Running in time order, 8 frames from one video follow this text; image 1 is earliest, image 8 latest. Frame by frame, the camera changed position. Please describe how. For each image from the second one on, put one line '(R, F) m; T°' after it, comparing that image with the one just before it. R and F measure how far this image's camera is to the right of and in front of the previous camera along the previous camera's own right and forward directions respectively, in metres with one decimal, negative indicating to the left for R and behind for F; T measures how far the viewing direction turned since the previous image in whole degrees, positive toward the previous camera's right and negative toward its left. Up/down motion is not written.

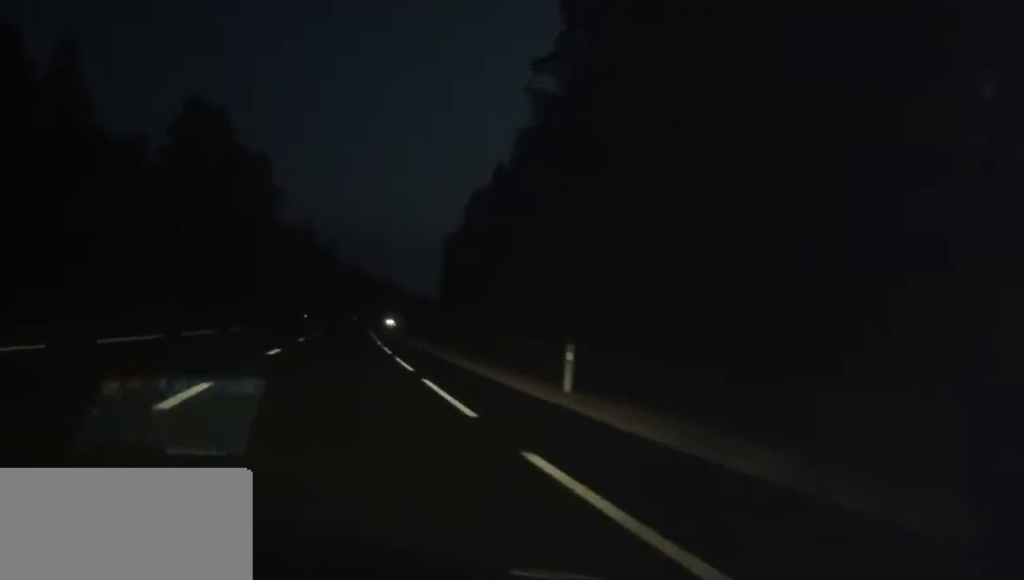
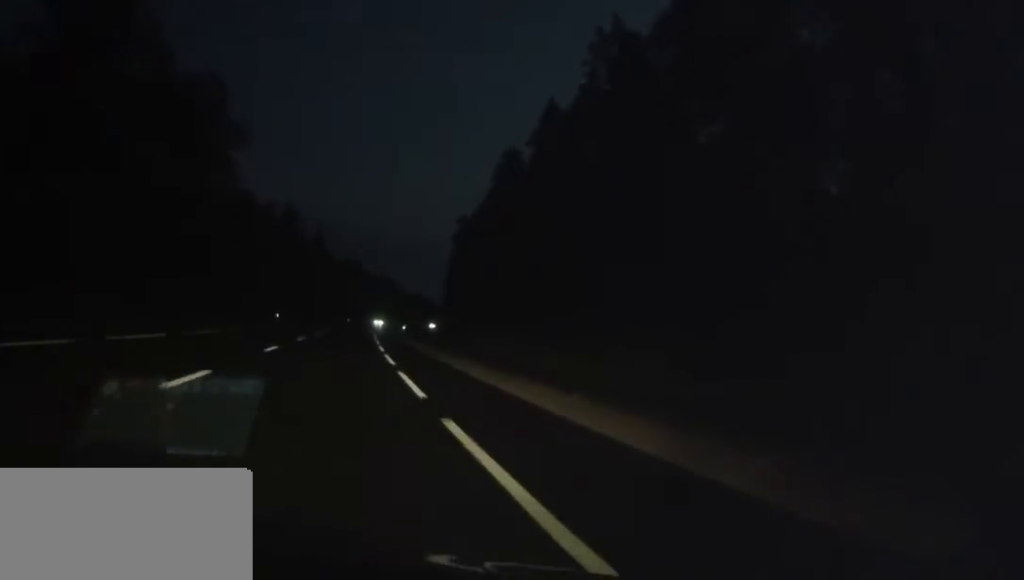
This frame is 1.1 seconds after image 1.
(+0.9, +34.9) m; +2°
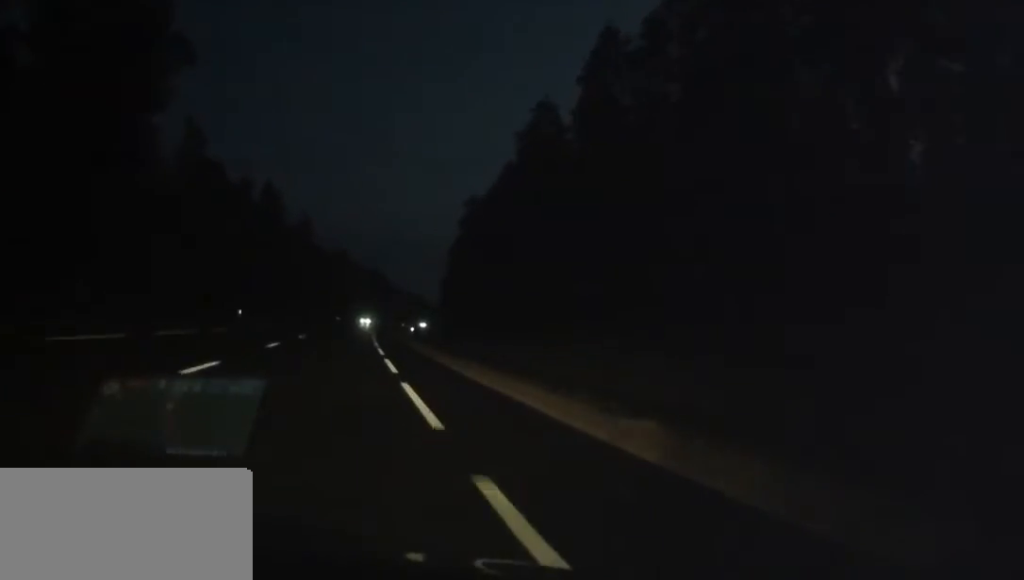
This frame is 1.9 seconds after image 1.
(+0.2, +22.3) m; +1°
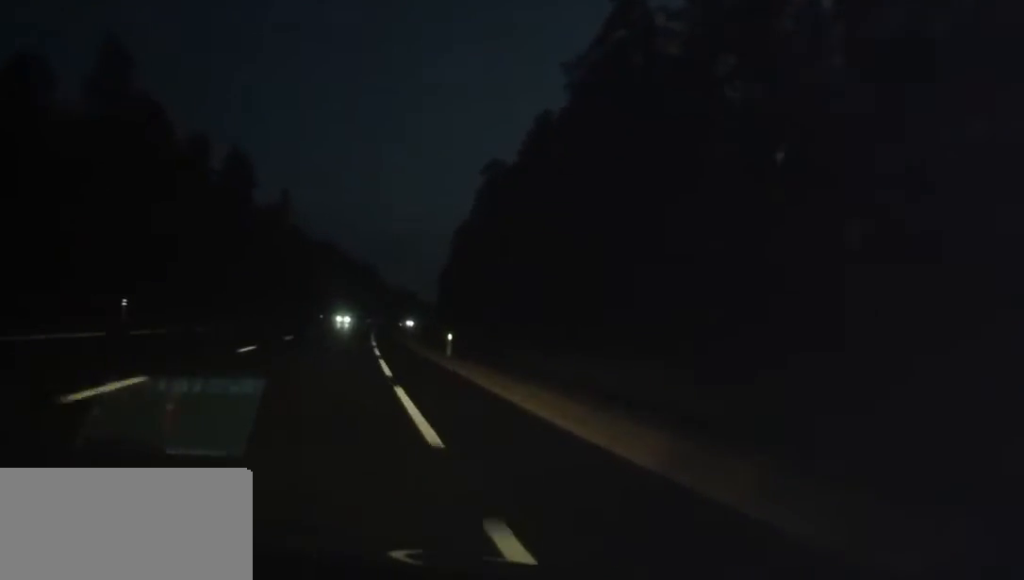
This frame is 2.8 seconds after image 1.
(+0.2, +29.3) m; 0°
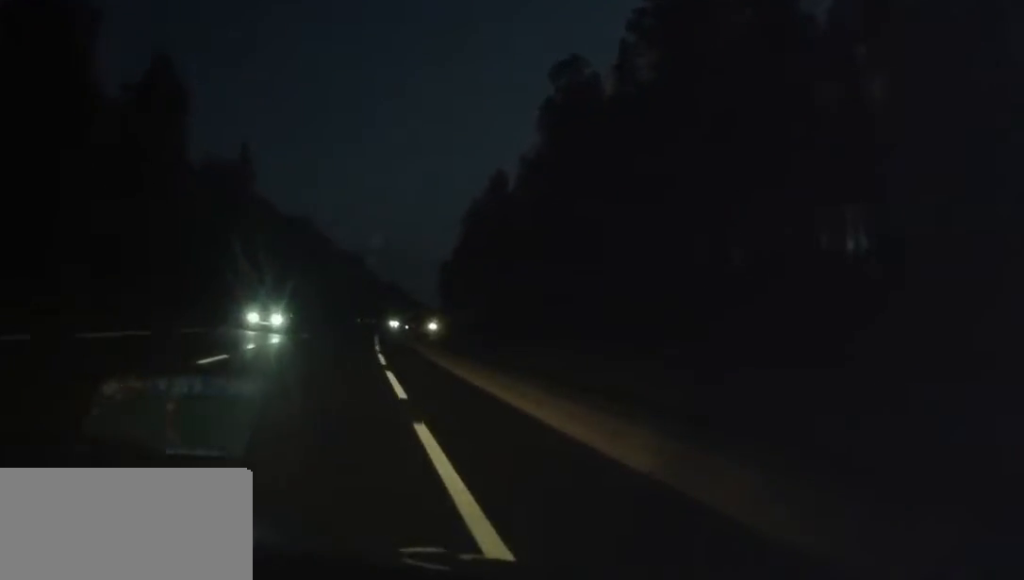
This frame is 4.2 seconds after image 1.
(-0.3, +42.0) m; 0°
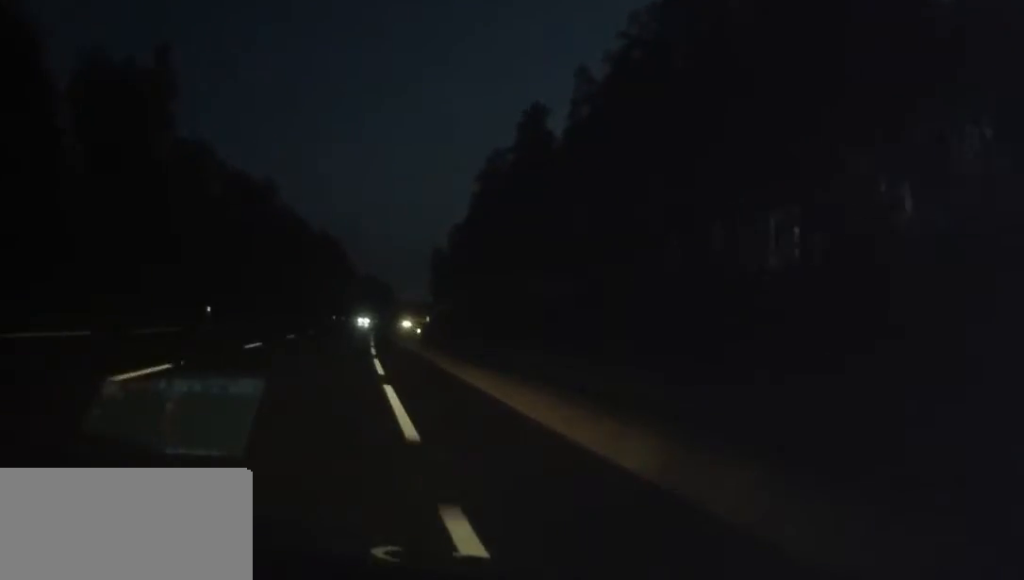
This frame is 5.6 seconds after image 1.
(+0.3, +41.3) m; +1°
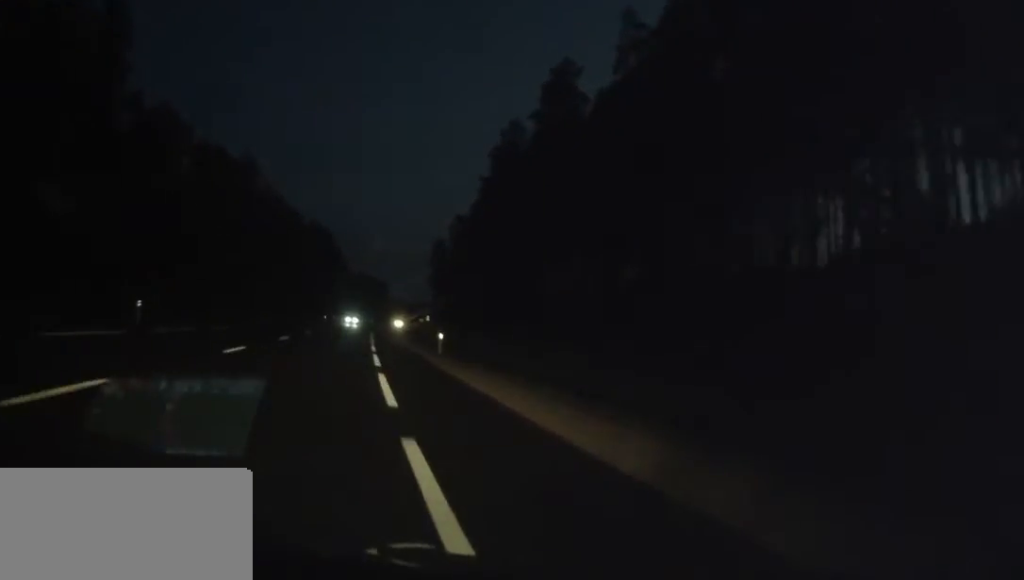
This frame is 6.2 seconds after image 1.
(0.0, +15.5) m; 0°
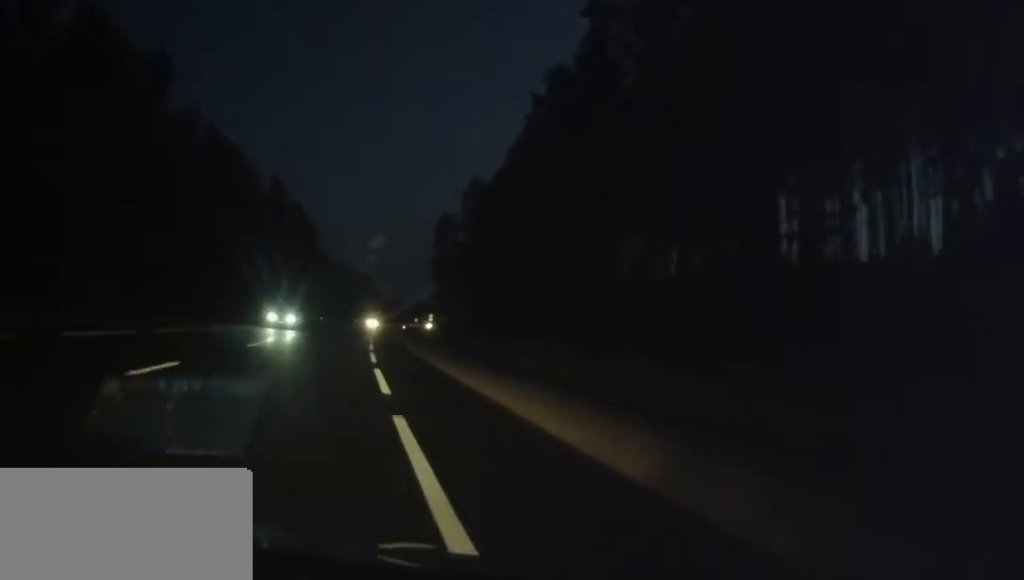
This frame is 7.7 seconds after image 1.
(+0.5, +44.2) m; +2°
